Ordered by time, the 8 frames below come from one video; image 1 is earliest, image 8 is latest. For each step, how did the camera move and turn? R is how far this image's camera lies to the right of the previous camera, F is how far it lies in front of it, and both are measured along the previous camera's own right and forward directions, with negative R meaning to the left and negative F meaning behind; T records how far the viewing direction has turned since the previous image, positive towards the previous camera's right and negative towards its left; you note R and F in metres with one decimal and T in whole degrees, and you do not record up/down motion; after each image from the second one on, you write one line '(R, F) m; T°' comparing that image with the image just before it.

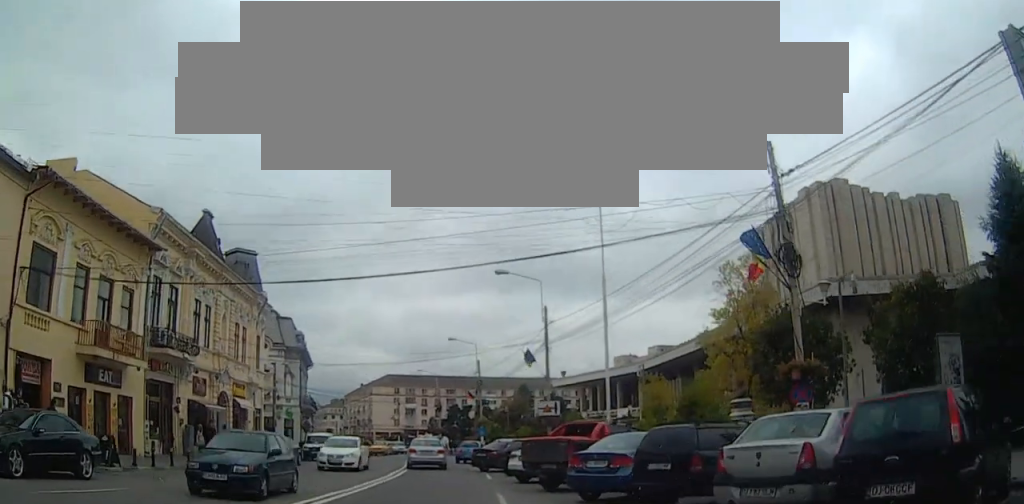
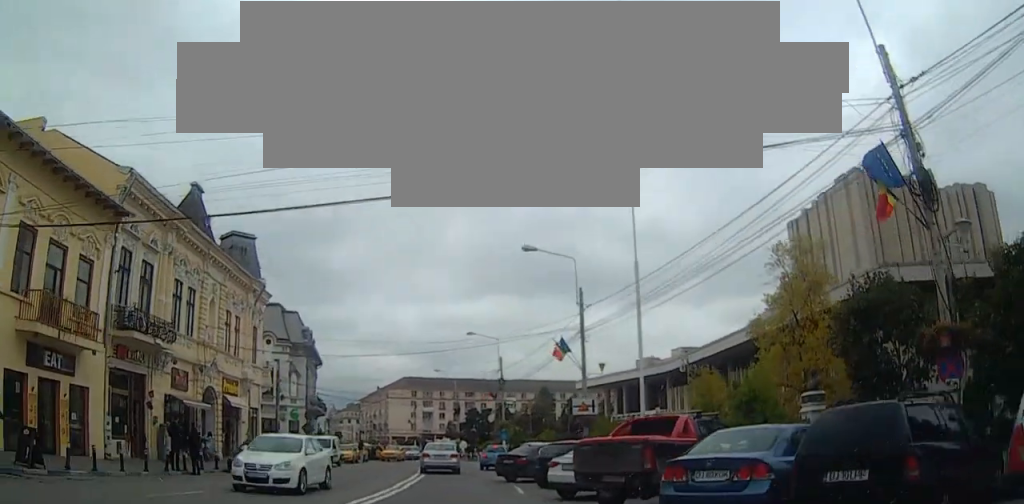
(-0.1, +5.0) m; -2°
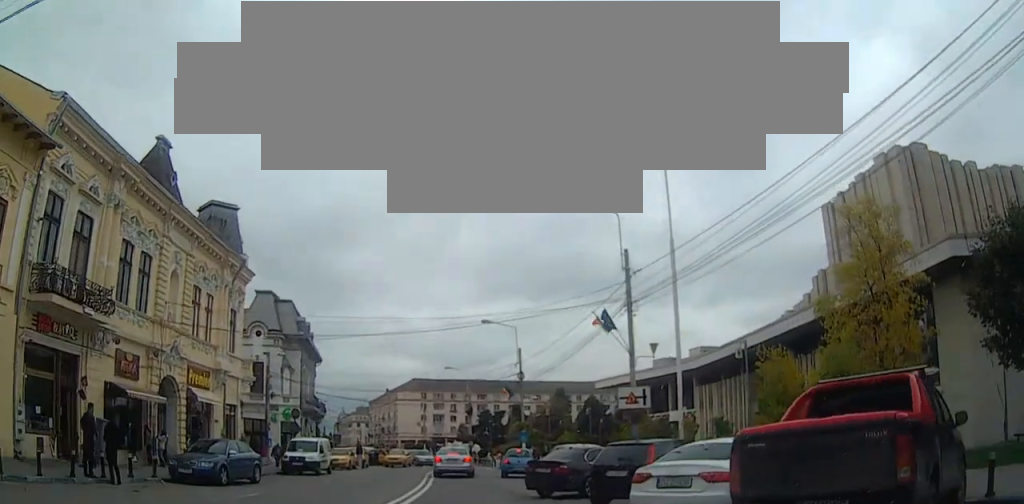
(-0.1, +7.1) m; -1°
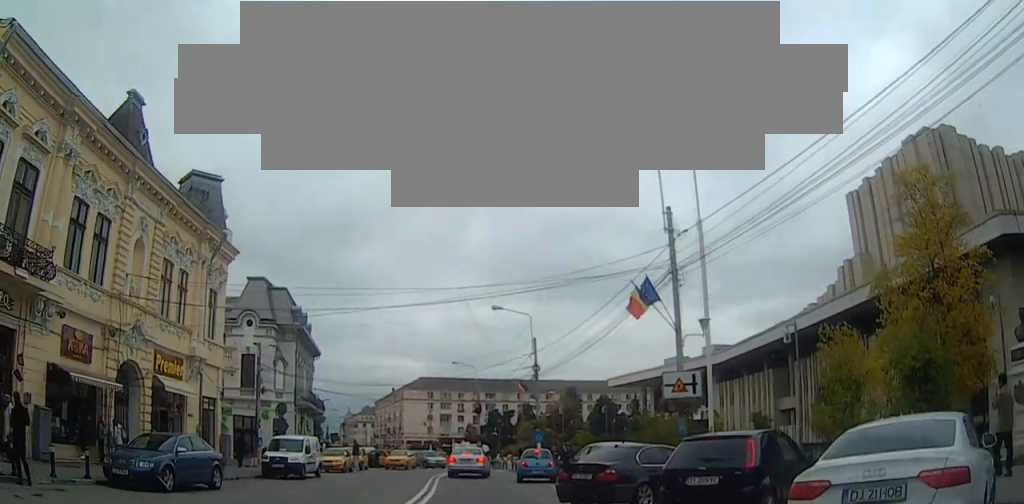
(0.0, +4.3) m; 0°
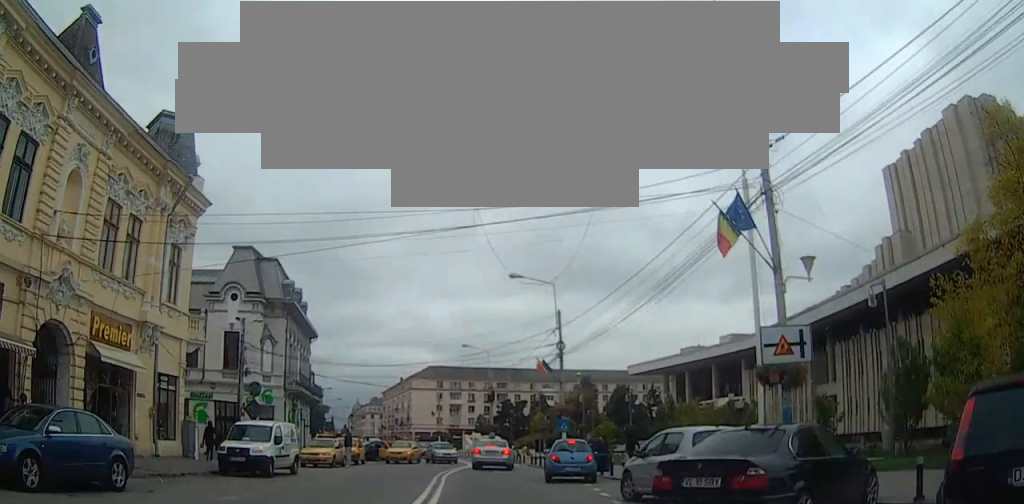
(0.0, +6.0) m; -1°
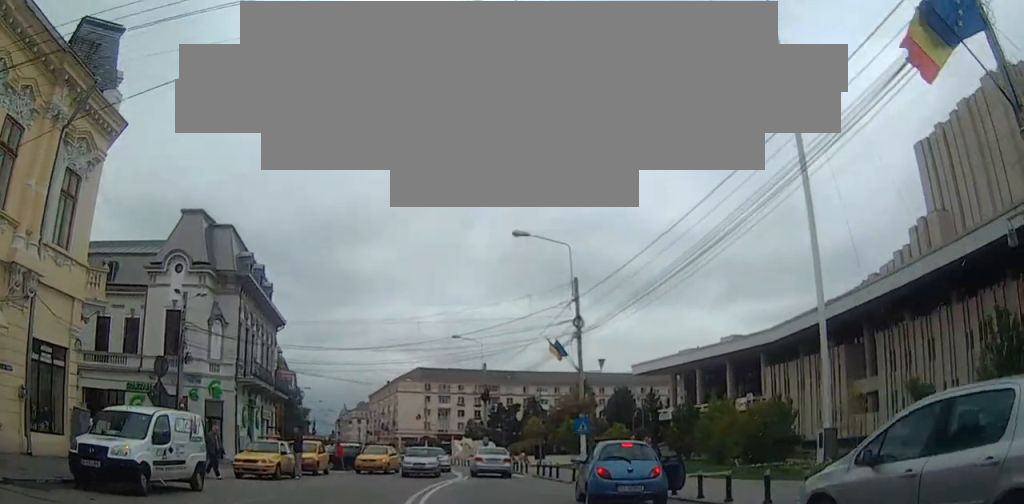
(-0.1, +9.0) m; 0°
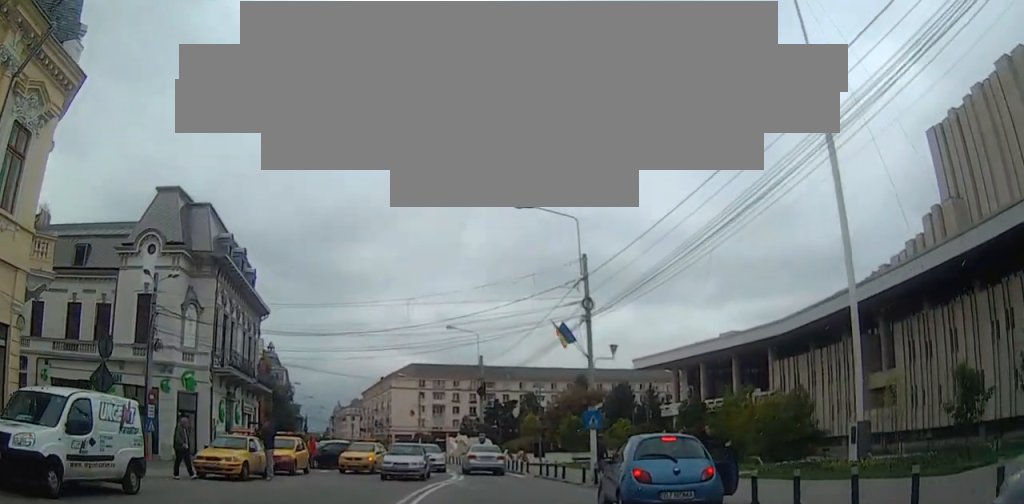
(0.0, +3.2) m; +1°
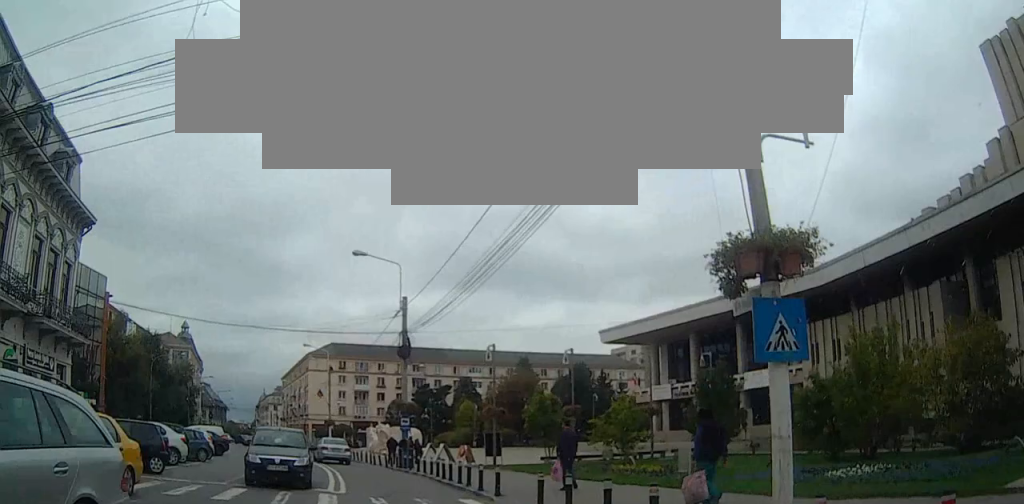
(+0.6, +18.7) m; +3°
